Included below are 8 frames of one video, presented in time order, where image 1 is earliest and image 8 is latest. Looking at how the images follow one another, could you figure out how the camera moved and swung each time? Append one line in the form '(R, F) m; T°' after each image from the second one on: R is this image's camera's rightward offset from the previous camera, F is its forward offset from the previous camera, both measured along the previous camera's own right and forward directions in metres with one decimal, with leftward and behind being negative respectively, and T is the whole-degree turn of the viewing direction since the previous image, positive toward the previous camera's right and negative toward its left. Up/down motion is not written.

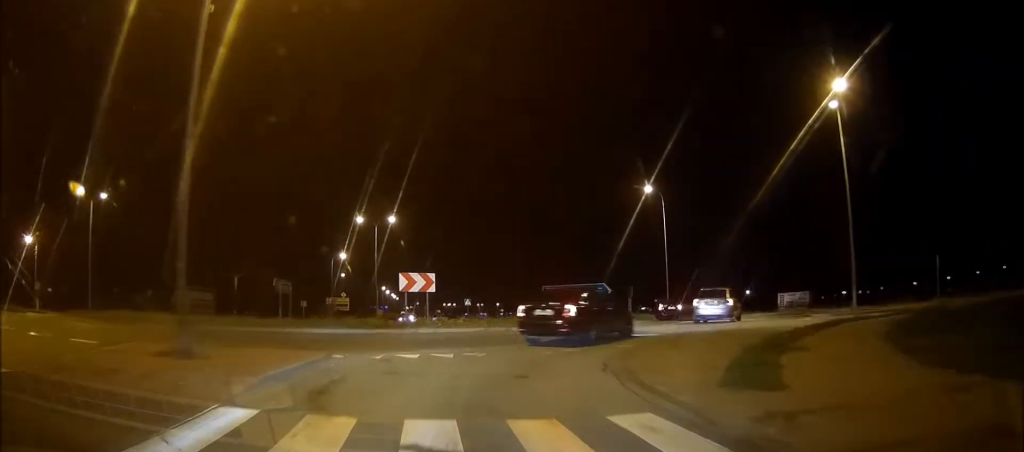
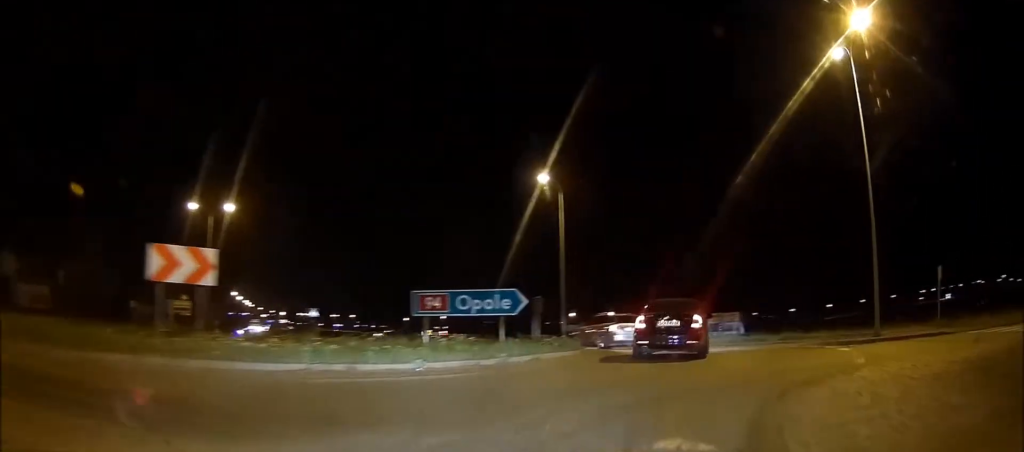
(+1.5, +10.2) m; +6°
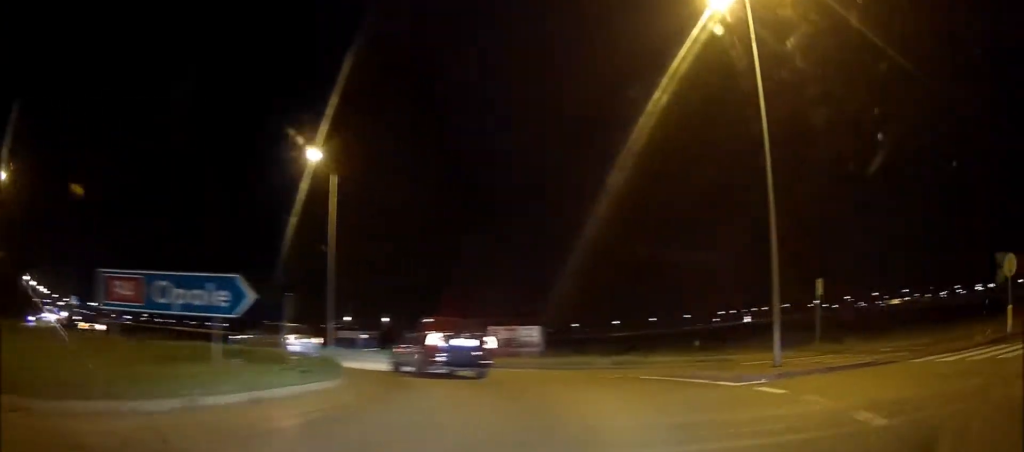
(-0.5, +6.7) m; -13°
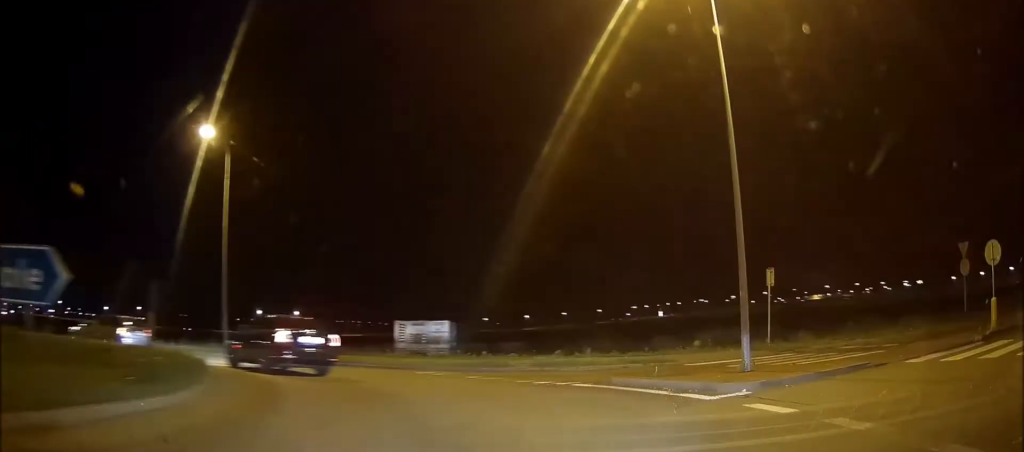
(-0.5, +3.3) m; -8°
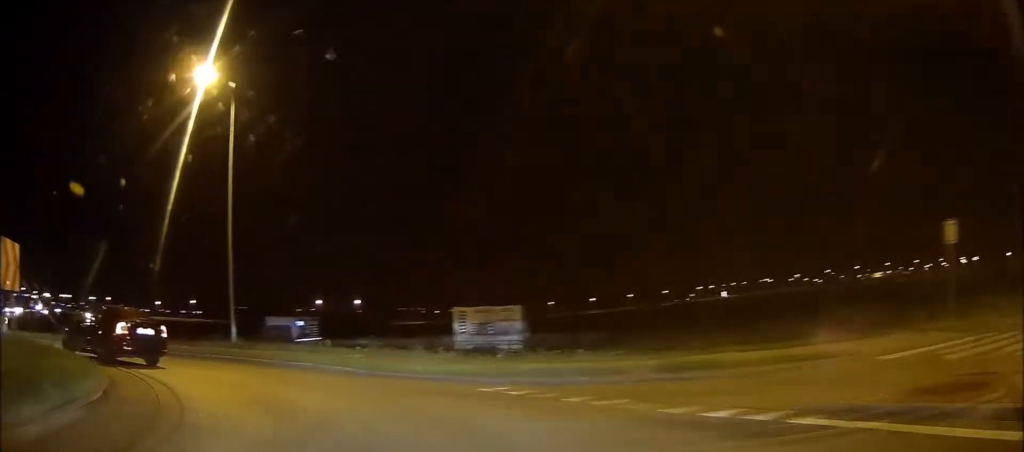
(-1.2, +7.5) m; -20°
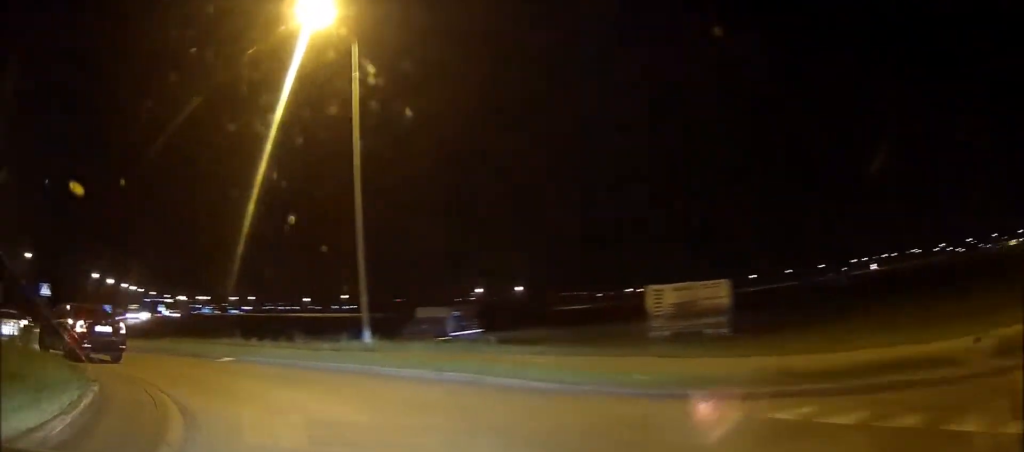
(-0.7, +6.0) m; -14°
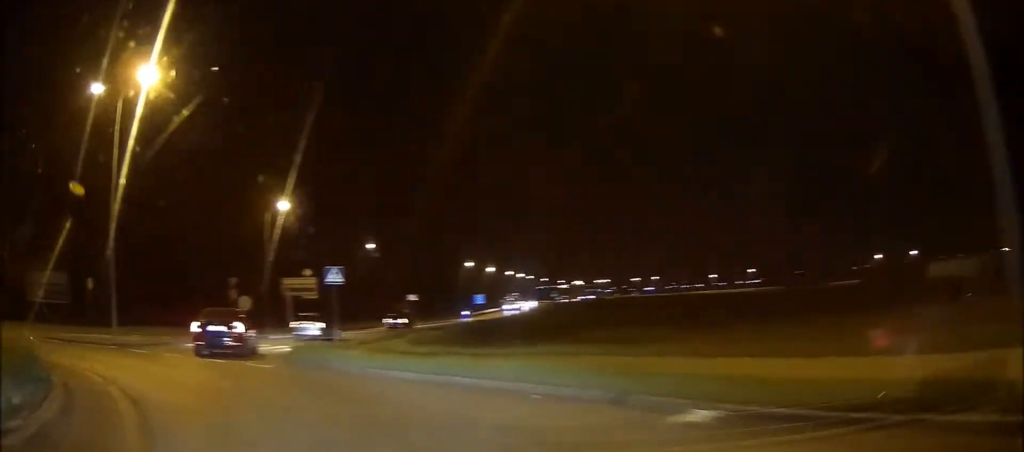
(-2.7, +14.9) m; -5°
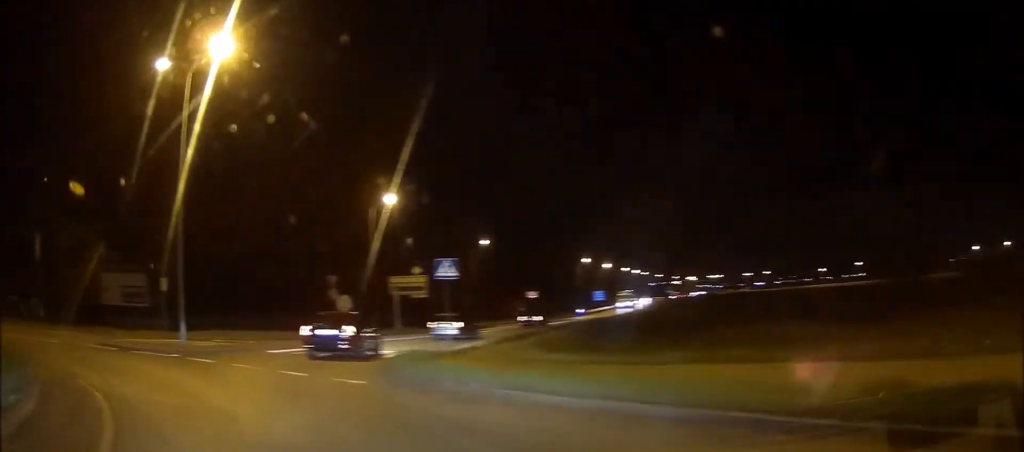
(+0.4, +4.8) m; +5°
